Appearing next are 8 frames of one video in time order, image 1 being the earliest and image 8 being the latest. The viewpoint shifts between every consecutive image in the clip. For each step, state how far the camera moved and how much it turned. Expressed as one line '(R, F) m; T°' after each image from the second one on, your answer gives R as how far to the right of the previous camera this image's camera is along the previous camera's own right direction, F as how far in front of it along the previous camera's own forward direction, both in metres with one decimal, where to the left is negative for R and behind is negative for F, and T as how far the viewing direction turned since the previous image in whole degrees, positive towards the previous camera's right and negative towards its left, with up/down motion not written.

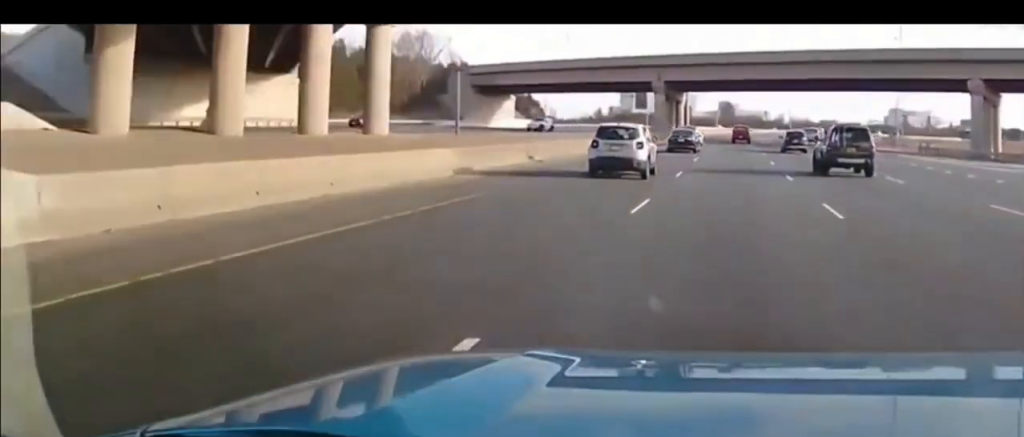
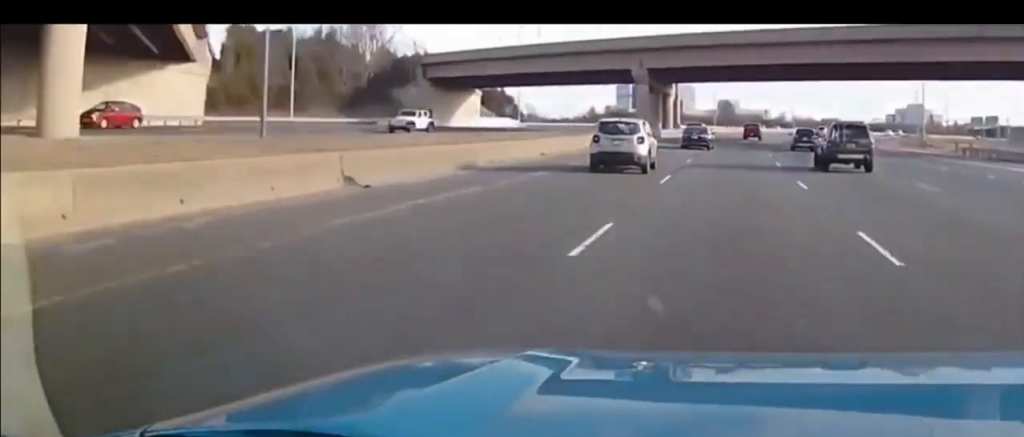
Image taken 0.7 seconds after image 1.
(+0.2, +18.5) m; 0°
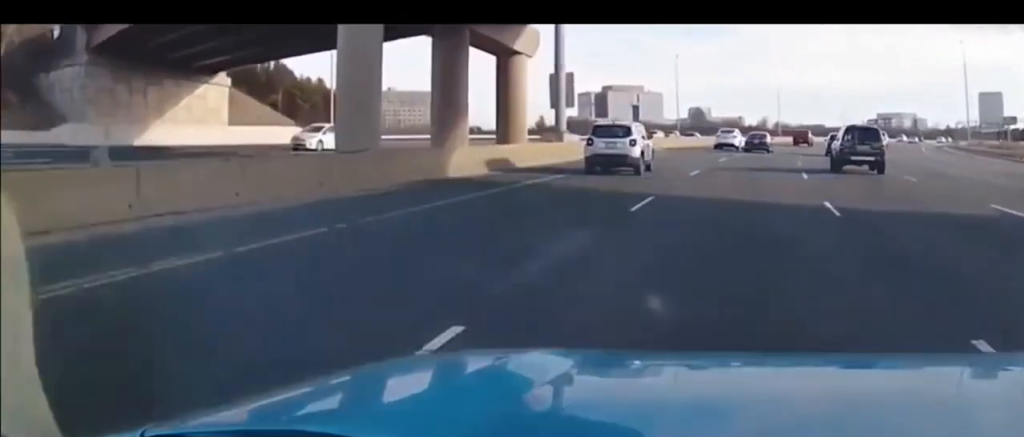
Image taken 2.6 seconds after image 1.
(-1.0, +55.3) m; -1°
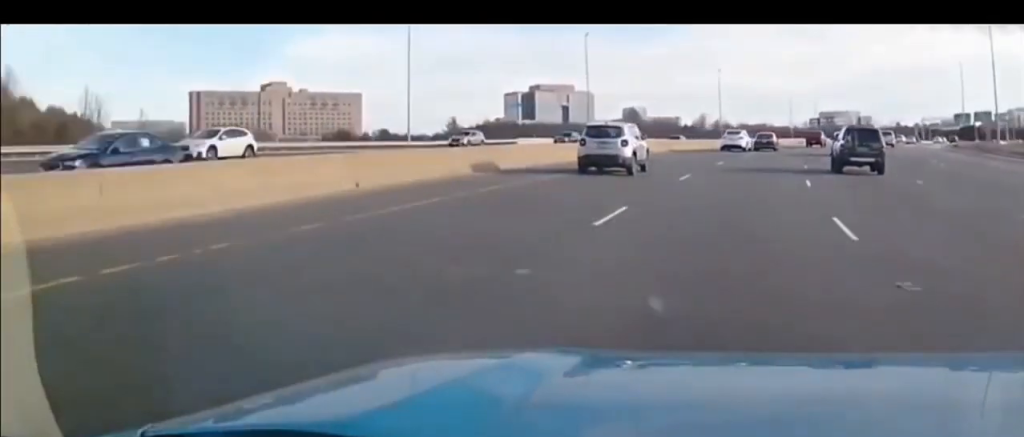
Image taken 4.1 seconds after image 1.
(+0.9, +40.9) m; +6°
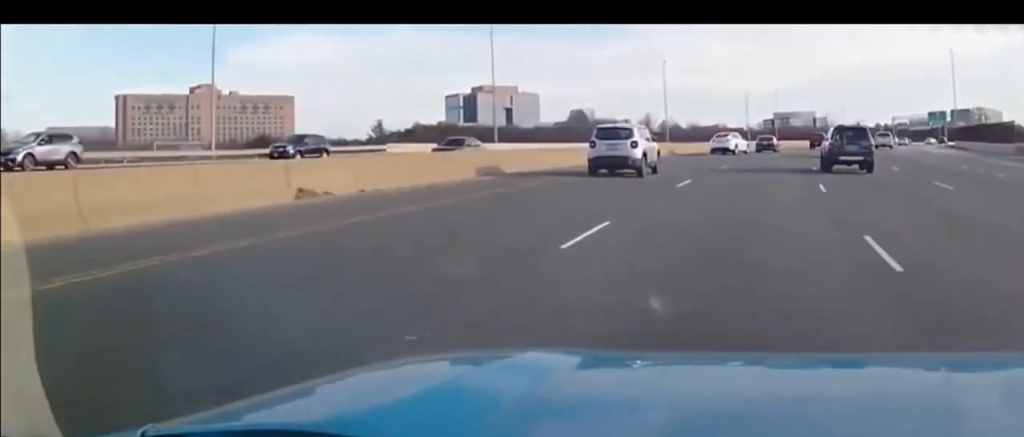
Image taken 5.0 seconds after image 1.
(+1.8, +27.2) m; +6°
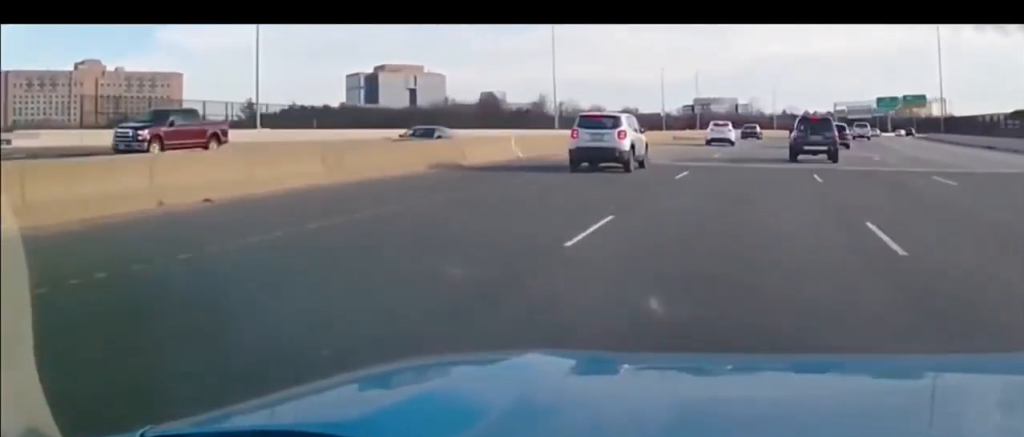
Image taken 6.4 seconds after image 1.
(+1.8, +37.1) m; +3°
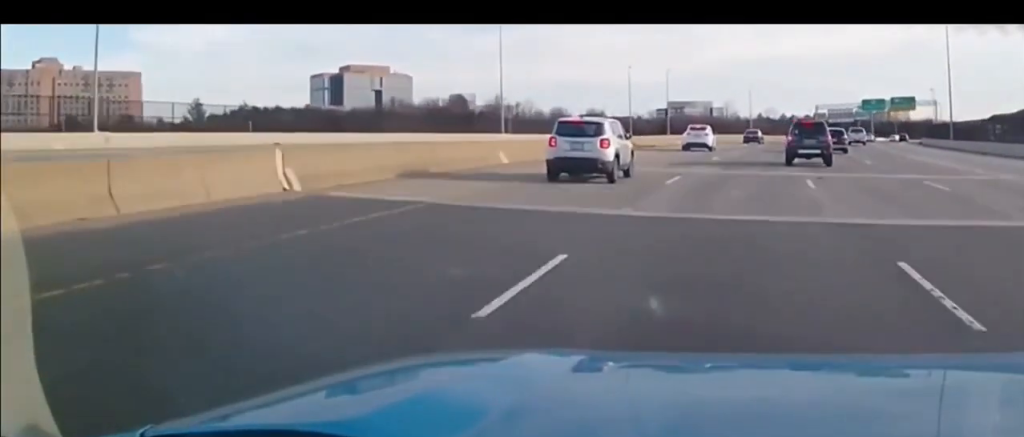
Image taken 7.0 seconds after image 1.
(-0.5, +16.4) m; +2°
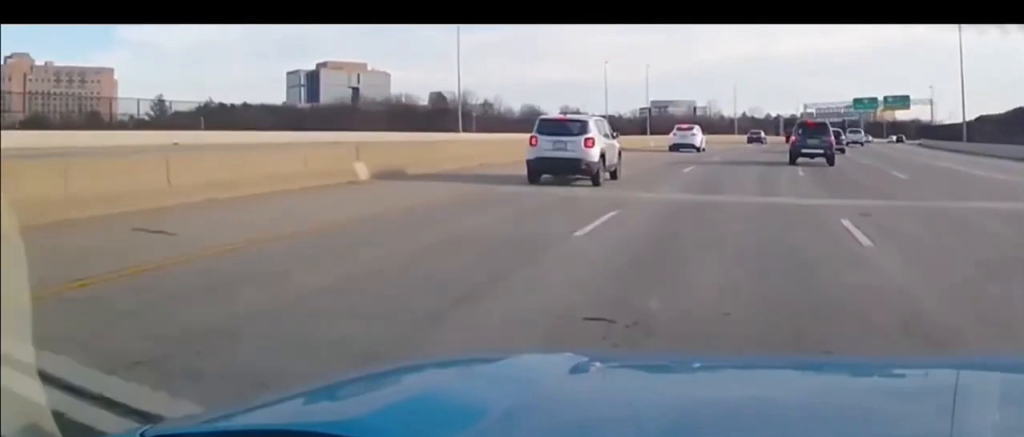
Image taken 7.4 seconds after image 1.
(+0.3, +11.2) m; +2°
